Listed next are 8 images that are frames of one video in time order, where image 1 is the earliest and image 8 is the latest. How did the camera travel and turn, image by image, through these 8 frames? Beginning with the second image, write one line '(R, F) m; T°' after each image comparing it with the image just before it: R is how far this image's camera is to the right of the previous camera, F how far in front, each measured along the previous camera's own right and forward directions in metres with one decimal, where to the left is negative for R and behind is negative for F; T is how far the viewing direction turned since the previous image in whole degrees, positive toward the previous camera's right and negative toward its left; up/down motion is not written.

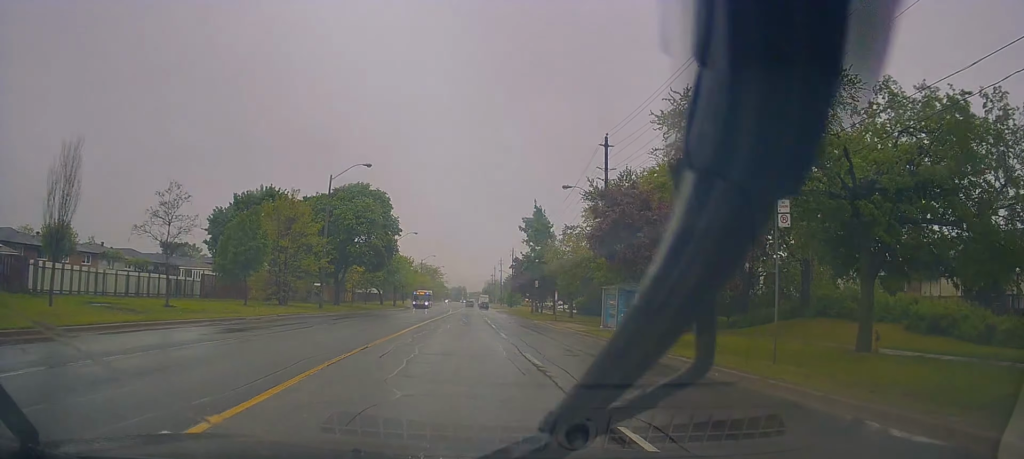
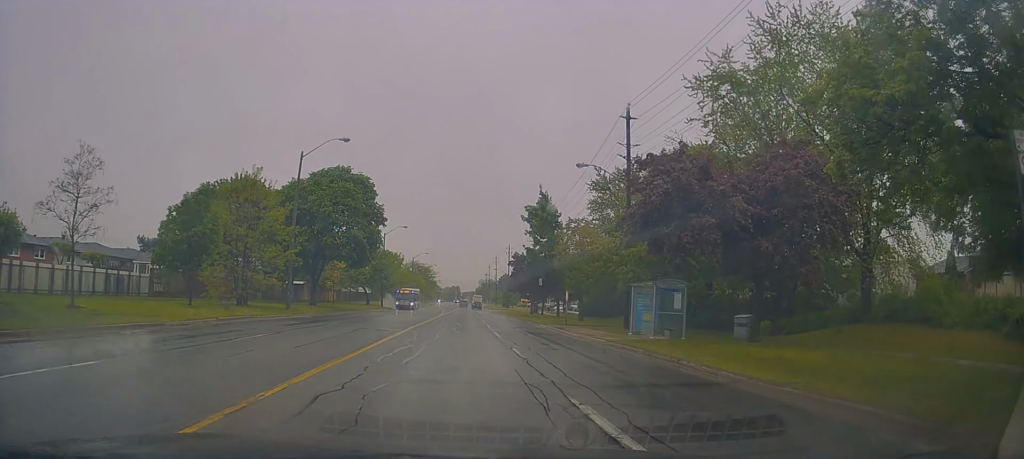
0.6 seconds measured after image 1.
(-0.1, +7.3) m; 0°
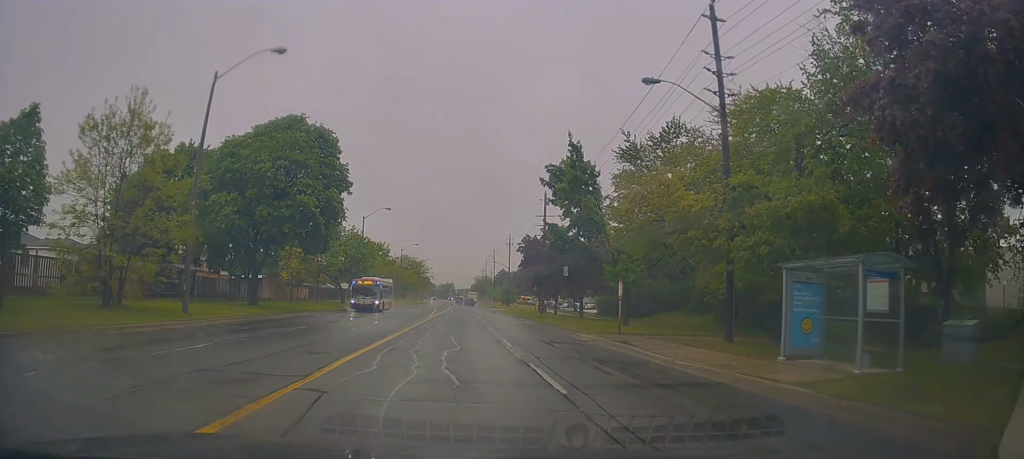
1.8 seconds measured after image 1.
(+0.1, +14.2) m; -2°
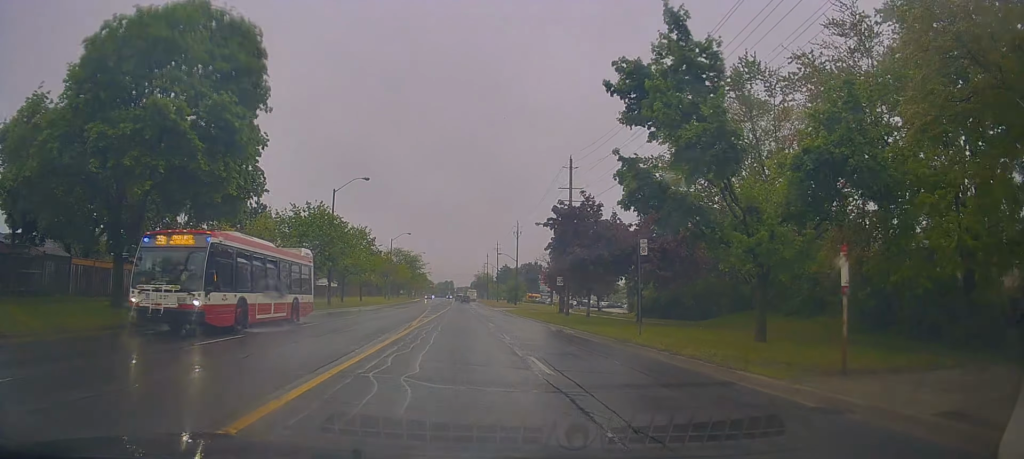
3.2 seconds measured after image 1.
(-0.2, +16.5) m; +1°
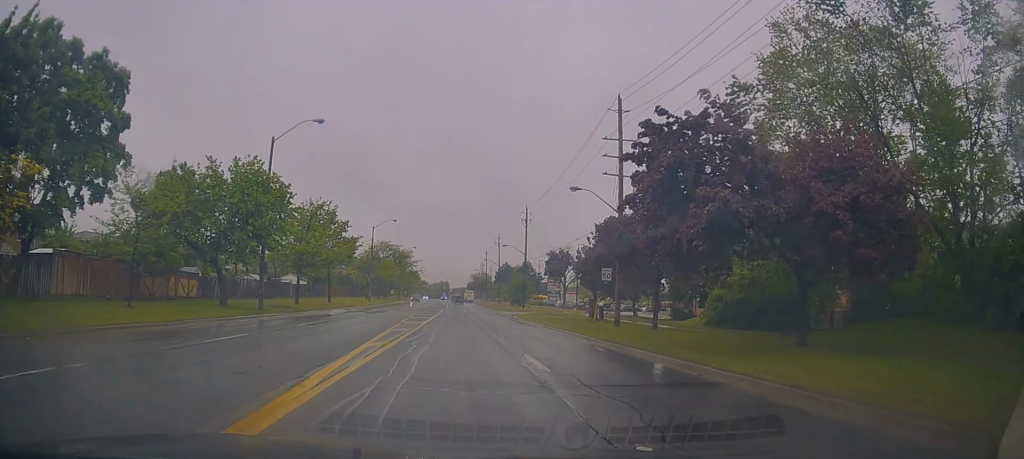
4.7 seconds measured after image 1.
(+0.5, +17.7) m; +2°
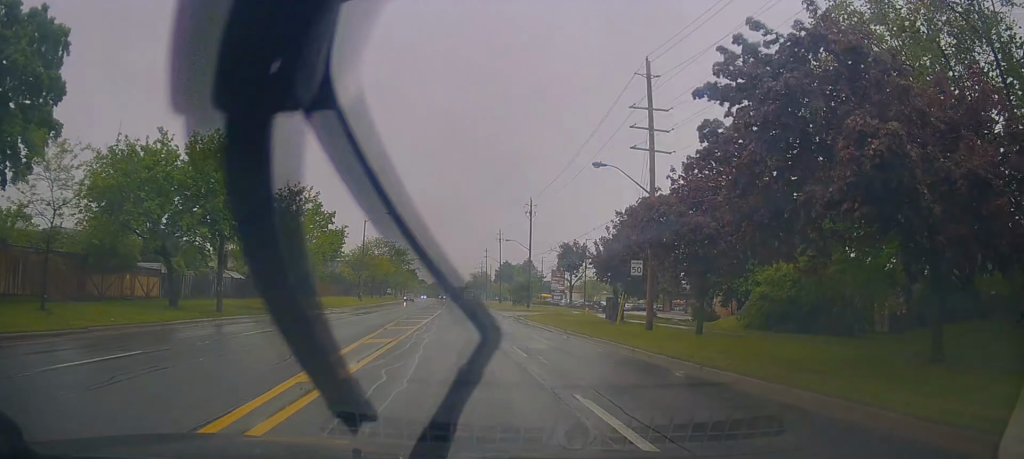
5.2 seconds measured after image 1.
(0.0, +6.2) m; -1°
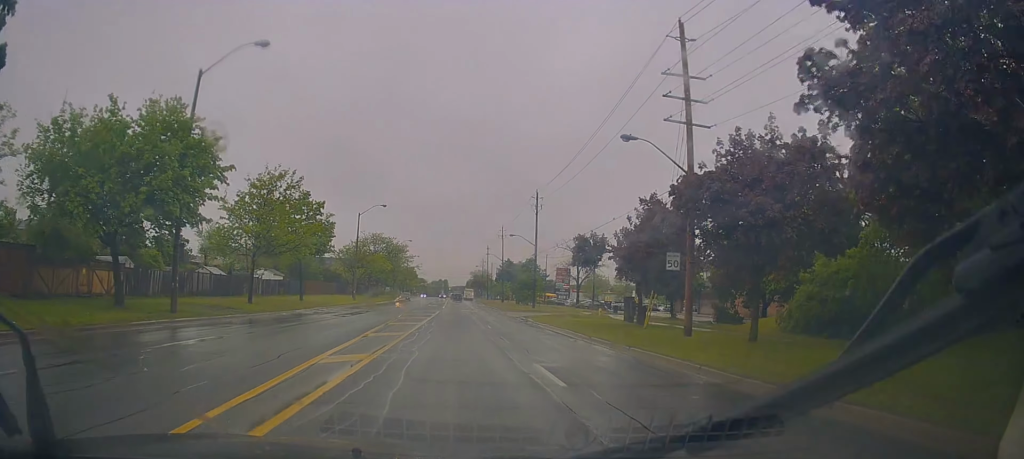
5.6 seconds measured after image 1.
(+0.1, +5.0) m; -1°
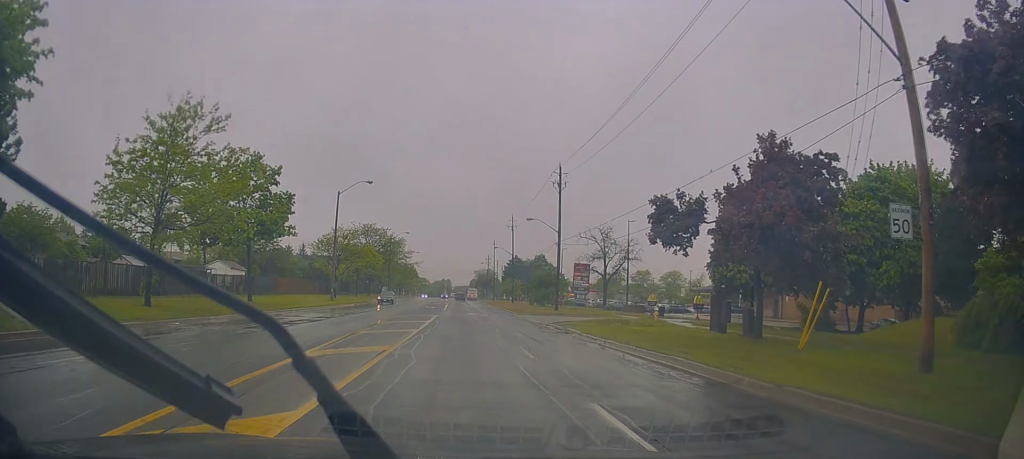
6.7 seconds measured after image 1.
(-0.5, +13.5) m; 0°
